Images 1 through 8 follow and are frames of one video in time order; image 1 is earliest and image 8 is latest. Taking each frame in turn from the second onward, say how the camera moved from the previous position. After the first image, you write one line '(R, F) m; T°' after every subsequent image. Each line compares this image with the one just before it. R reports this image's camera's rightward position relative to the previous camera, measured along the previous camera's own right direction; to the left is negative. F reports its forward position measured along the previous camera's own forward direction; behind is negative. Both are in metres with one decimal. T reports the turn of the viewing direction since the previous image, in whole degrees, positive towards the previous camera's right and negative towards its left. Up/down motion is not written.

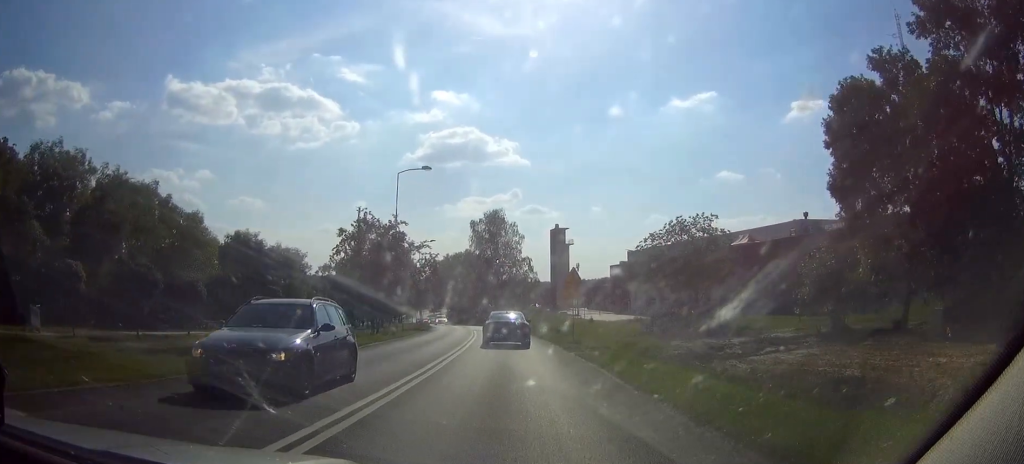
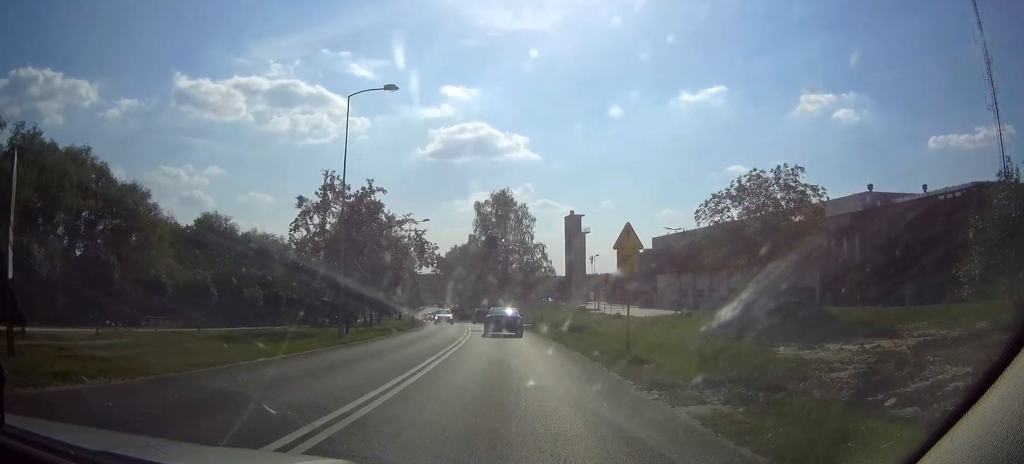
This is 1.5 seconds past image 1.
(+0.1, +14.3) m; 0°
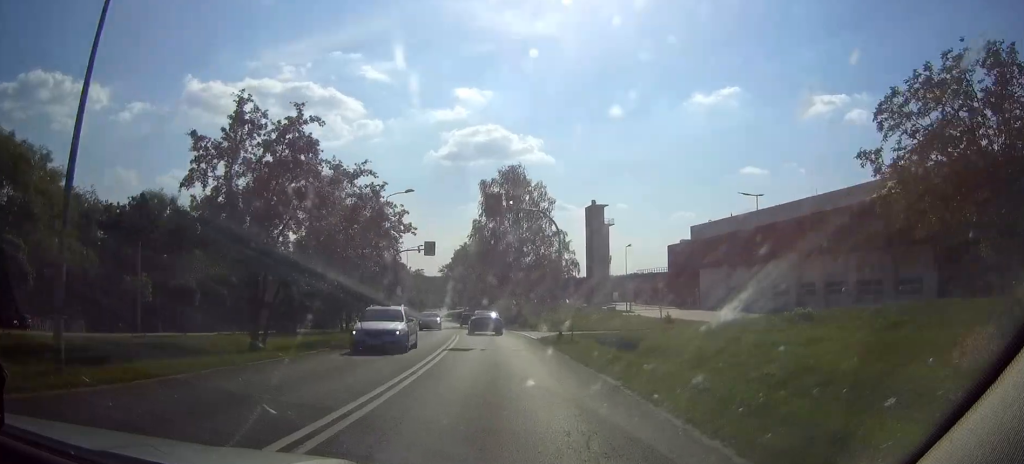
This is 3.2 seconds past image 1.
(-0.4, +18.6) m; -2°
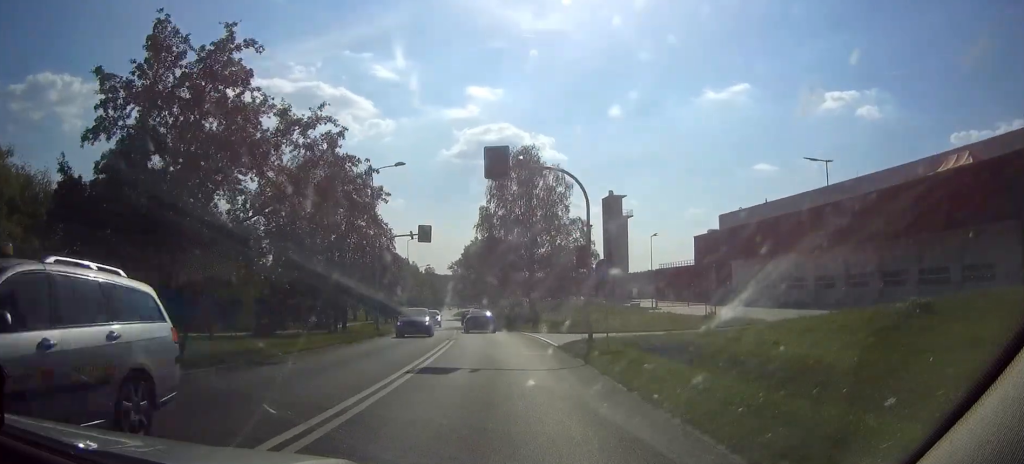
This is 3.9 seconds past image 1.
(-0.1, +8.9) m; -1°
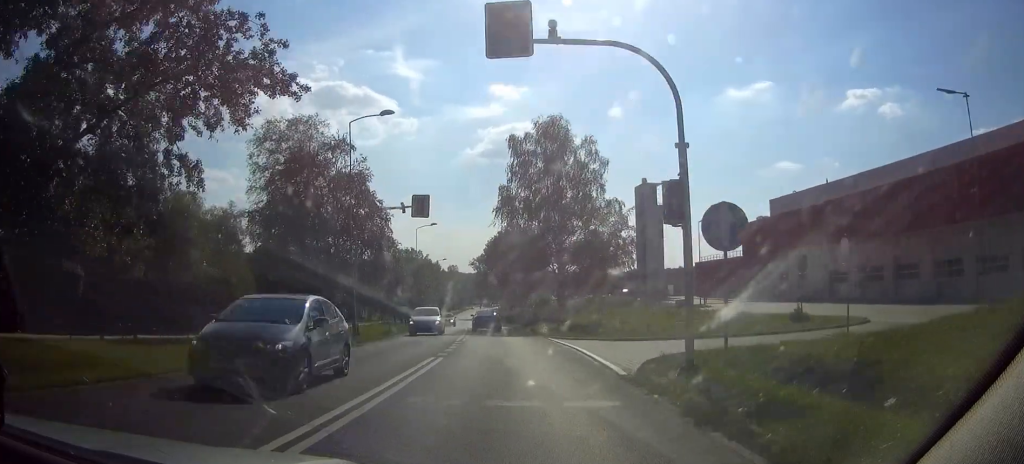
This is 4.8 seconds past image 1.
(0.0, +11.0) m; -1°
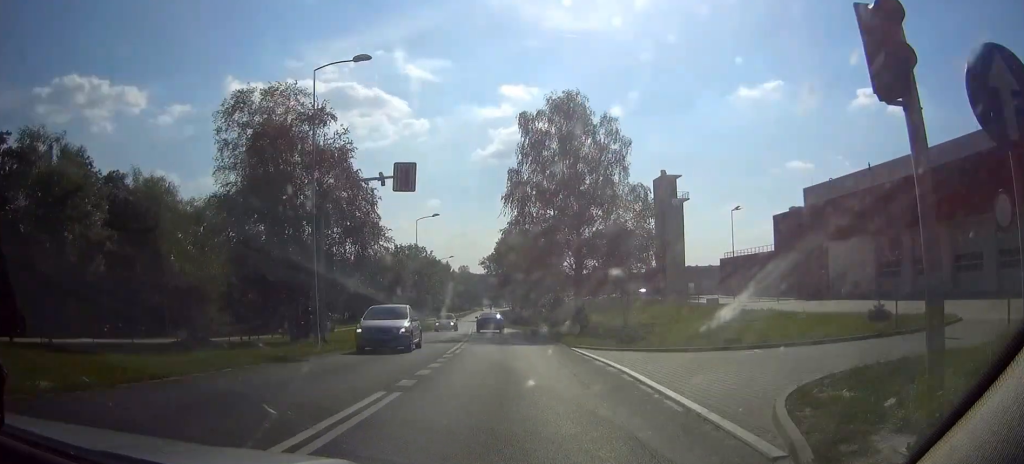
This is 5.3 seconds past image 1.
(0.0, +7.5) m; -1°
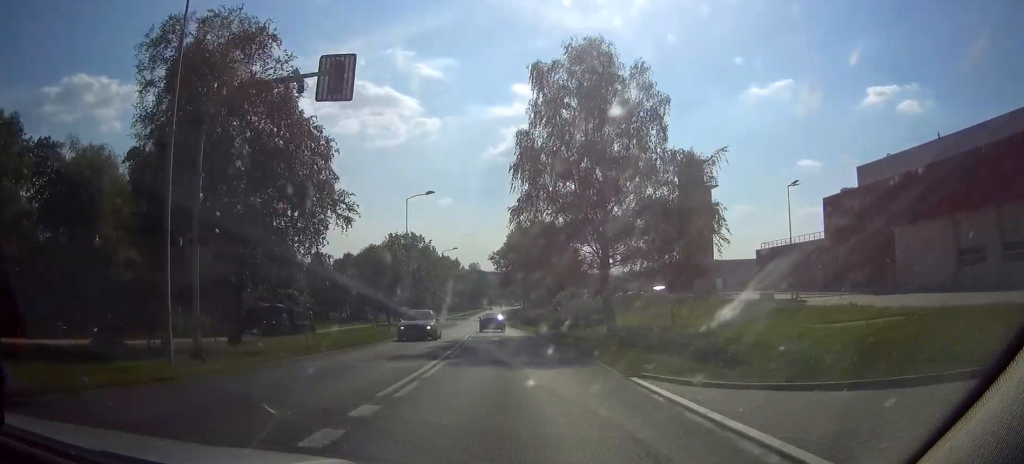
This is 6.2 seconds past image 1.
(-0.2, +11.3) m; -2°
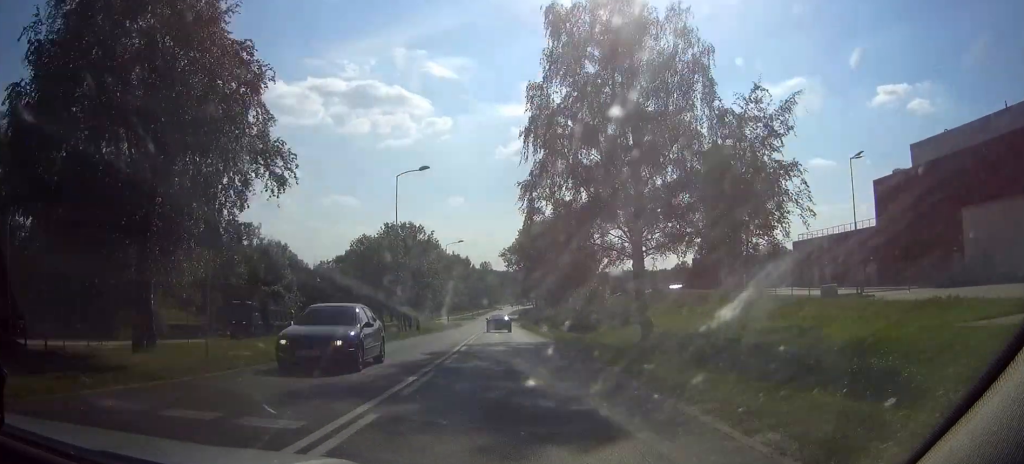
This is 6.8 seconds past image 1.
(-0.1, +8.8) m; -1°
